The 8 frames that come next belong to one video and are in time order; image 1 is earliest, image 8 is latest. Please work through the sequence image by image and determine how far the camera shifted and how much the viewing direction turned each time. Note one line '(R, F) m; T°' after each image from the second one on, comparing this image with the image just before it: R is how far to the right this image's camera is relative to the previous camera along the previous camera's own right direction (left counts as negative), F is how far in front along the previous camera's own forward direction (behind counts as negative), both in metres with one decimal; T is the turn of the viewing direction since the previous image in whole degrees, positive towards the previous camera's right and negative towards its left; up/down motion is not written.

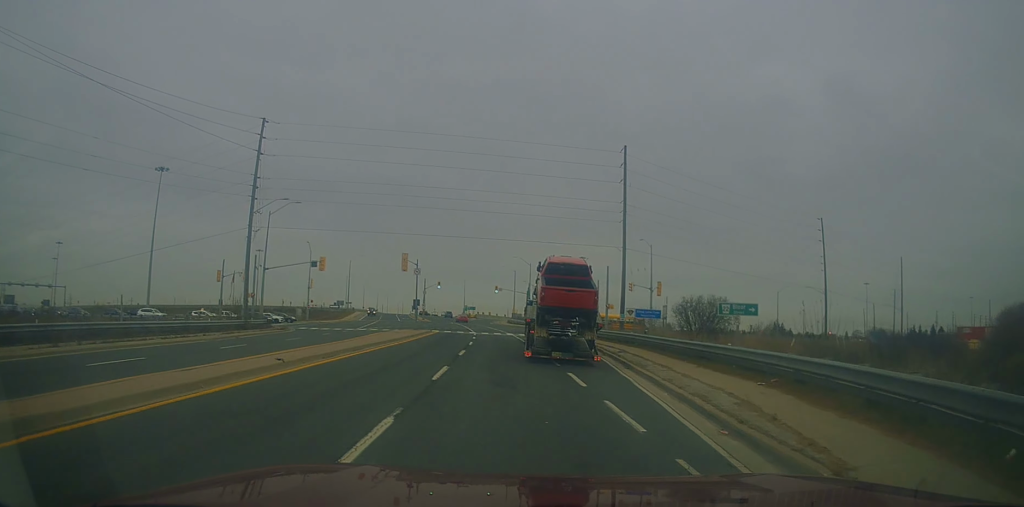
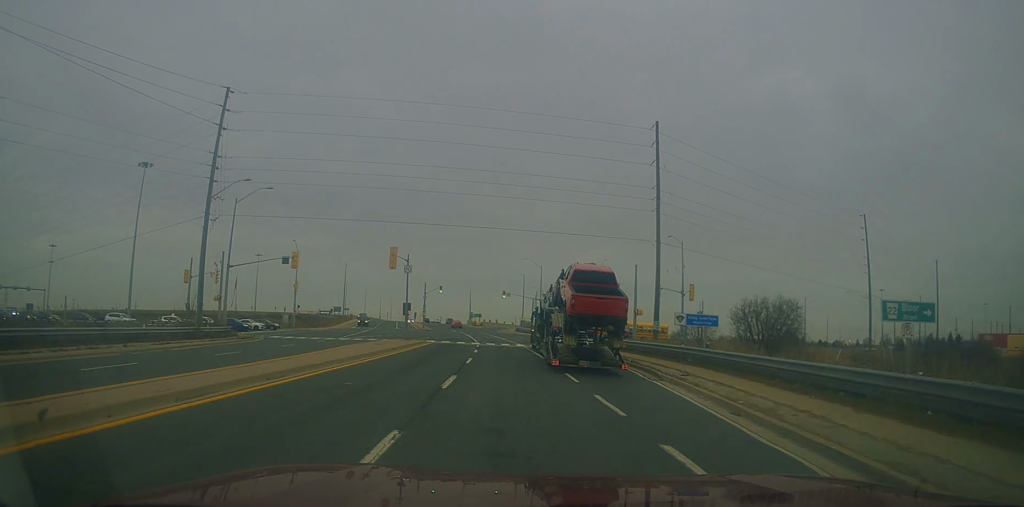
(0.0, +9.2) m; -1°
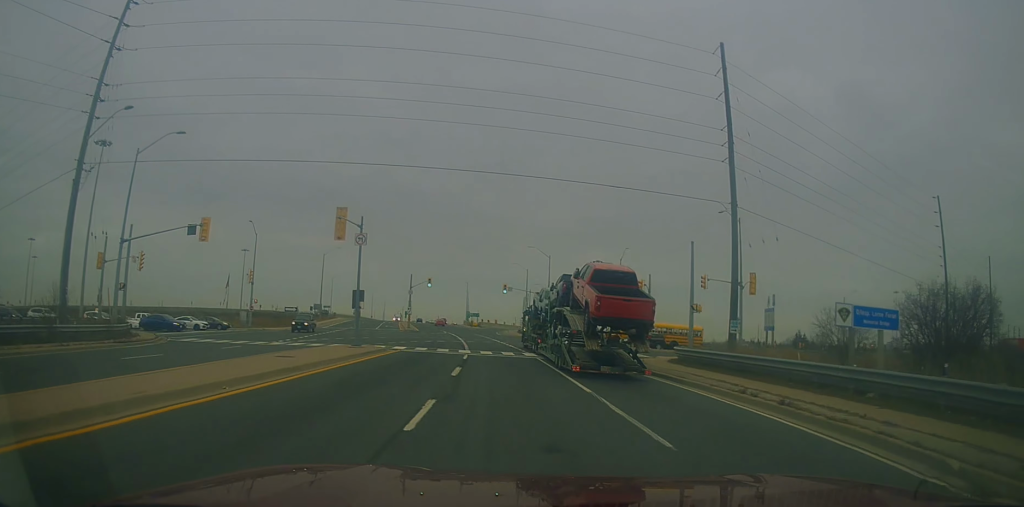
(+0.1, +14.8) m; 0°
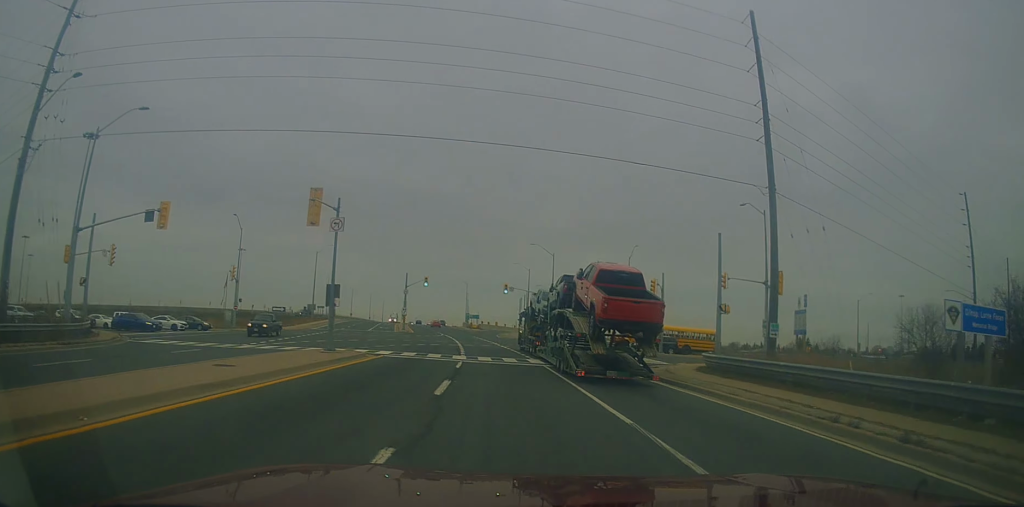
(+0.2, +4.2) m; 0°
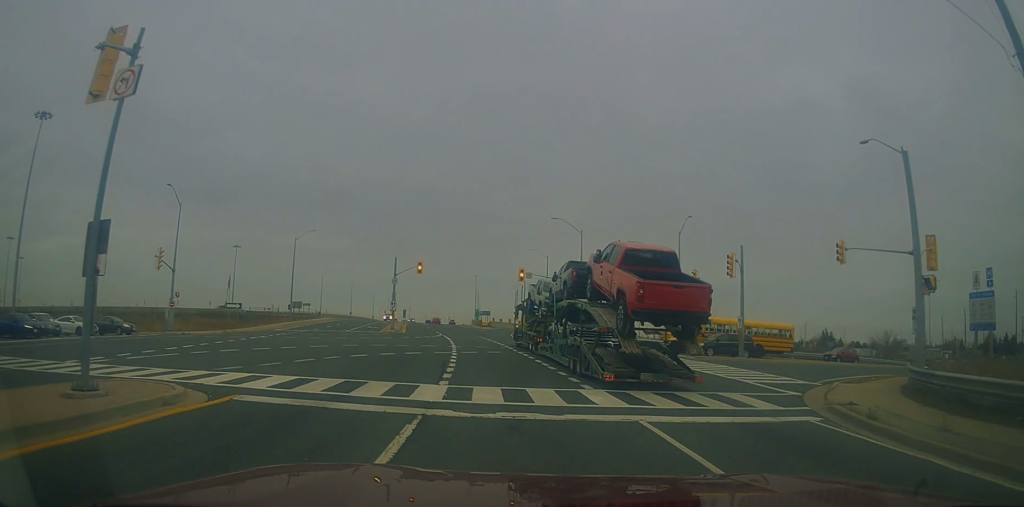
(-0.3, +15.5) m; -1°
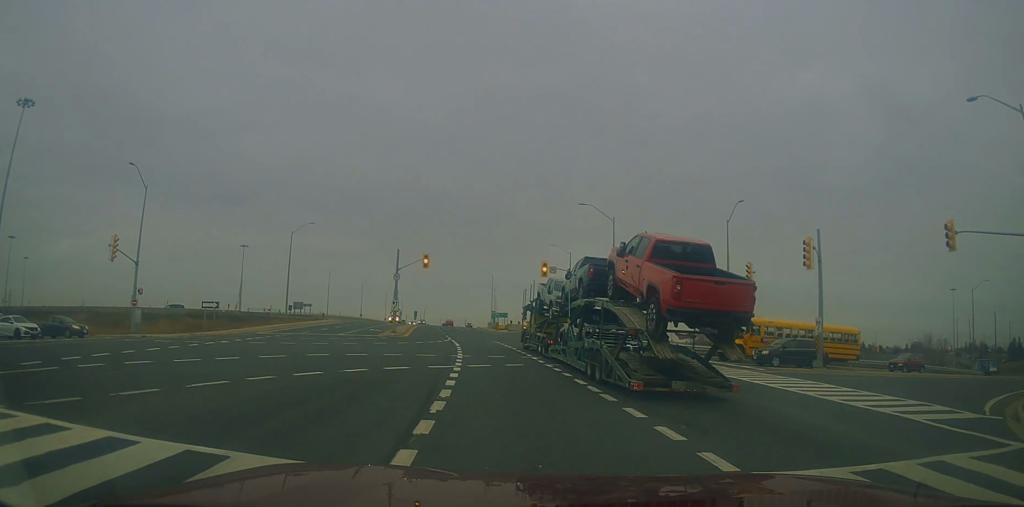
(+0.3, +8.0) m; -1°
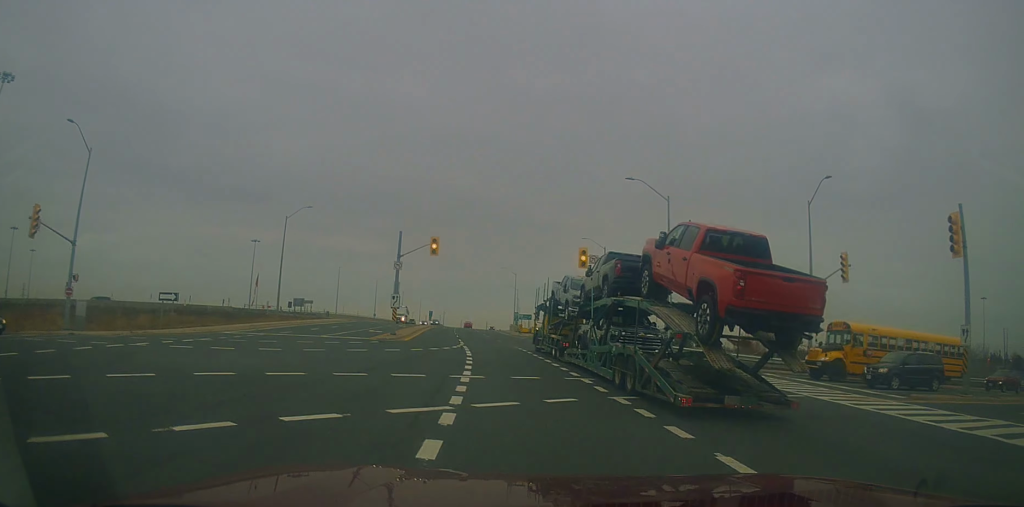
(-0.6, +9.9) m; -3°
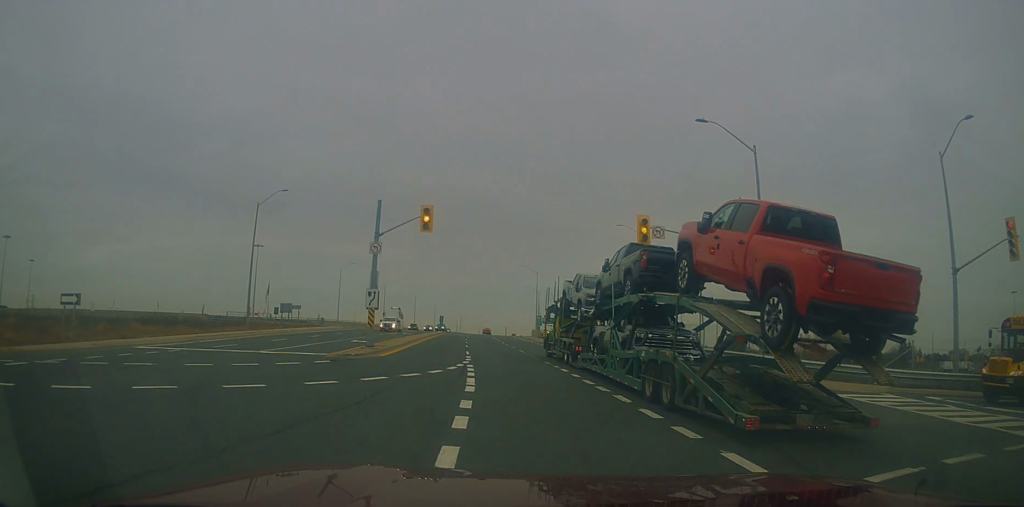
(-0.1, +12.3) m; -2°
